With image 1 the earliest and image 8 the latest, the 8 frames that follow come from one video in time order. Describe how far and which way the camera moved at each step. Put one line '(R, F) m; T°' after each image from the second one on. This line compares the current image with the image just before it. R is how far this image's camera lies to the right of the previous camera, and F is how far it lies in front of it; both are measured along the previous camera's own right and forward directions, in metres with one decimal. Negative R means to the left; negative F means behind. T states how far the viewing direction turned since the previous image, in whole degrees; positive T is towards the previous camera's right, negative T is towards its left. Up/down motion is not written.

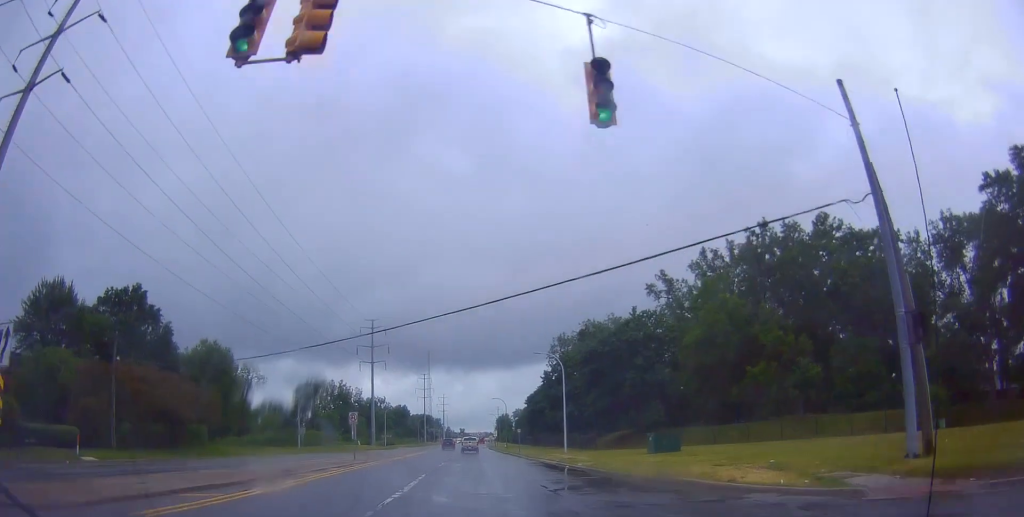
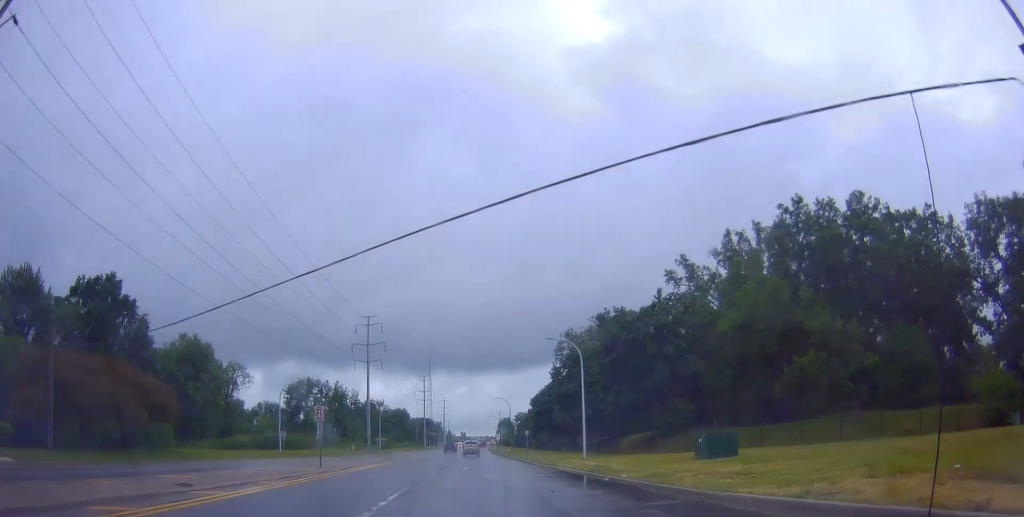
(-0.4, +8.1) m; -1°
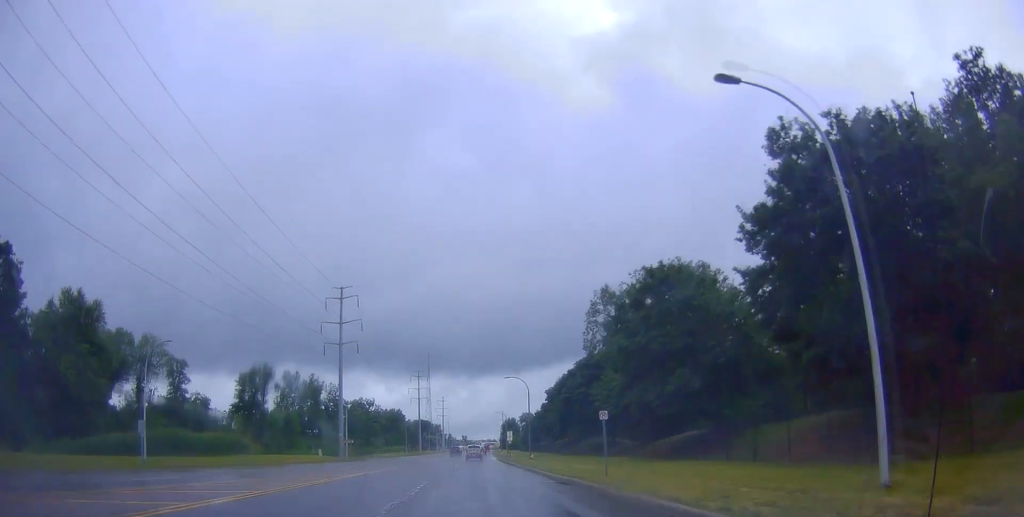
(+0.2, +30.8) m; +2°
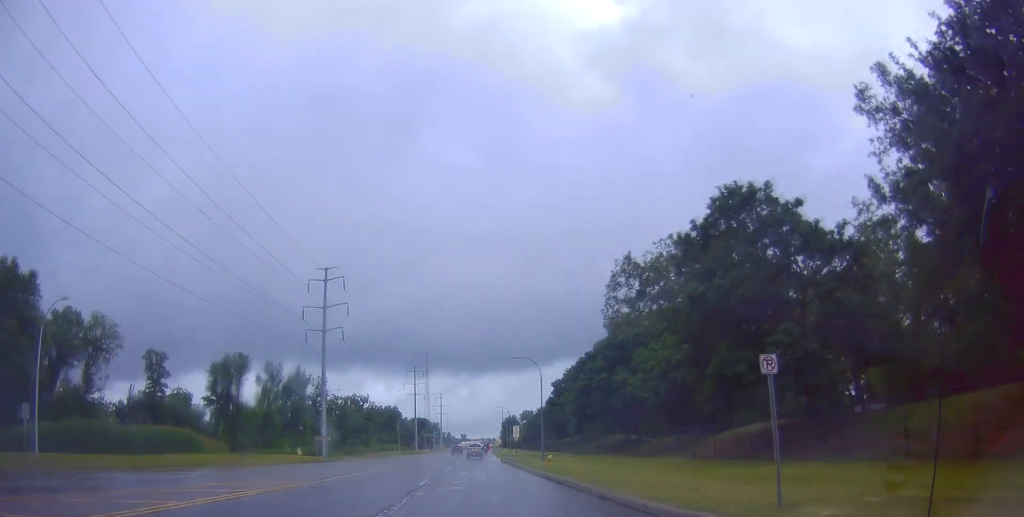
(0.0, +12.6) m; 0°
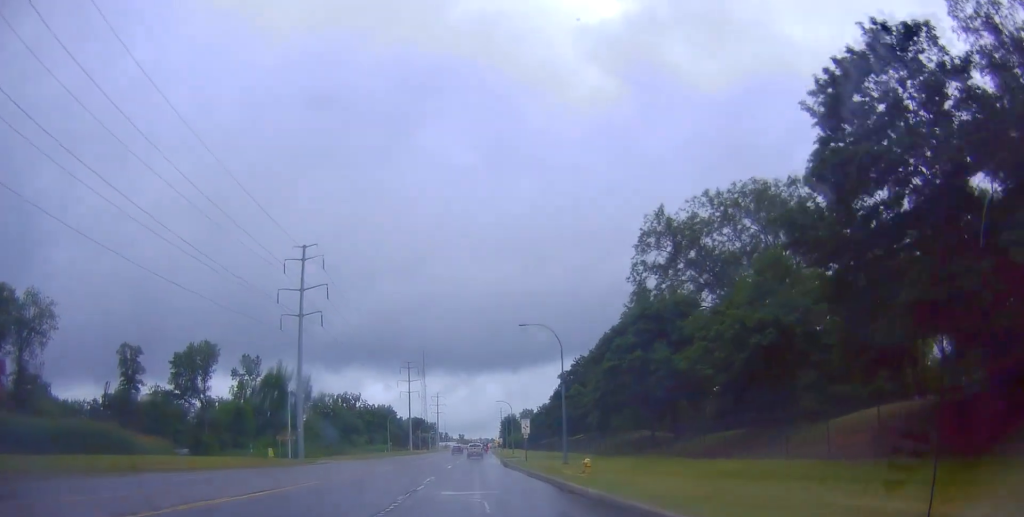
(+0.2, +13.4) m; -1°
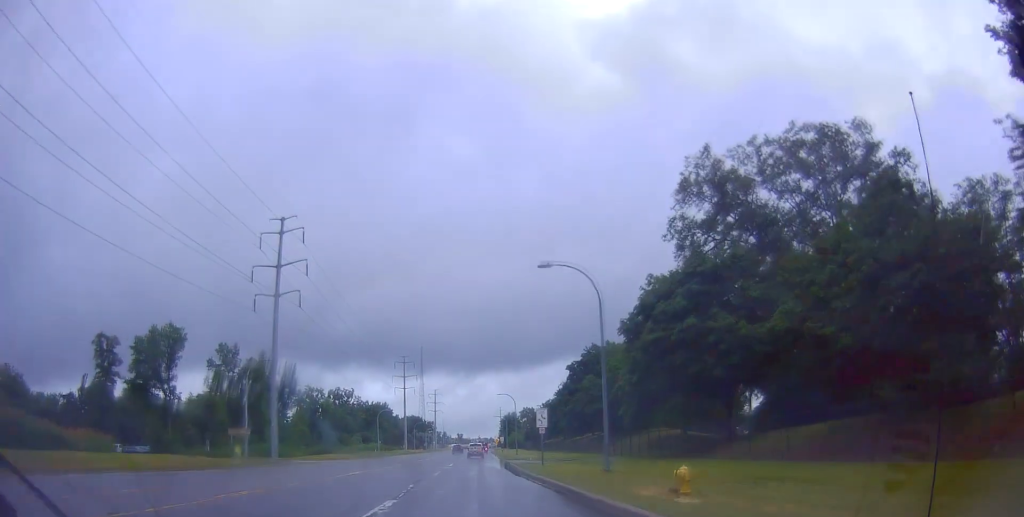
(-0.4, +11.8) m; -1°
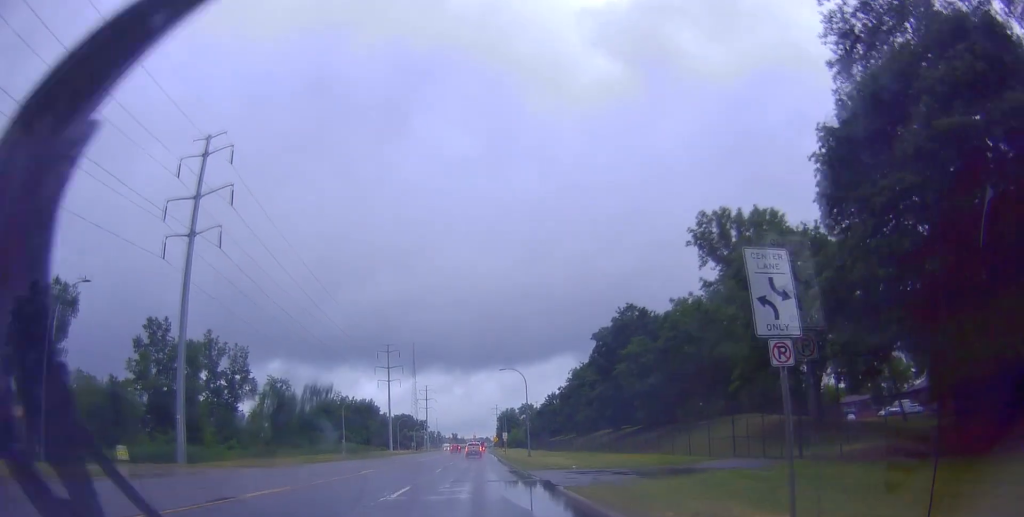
(+1.1, +26.6) m; +3°
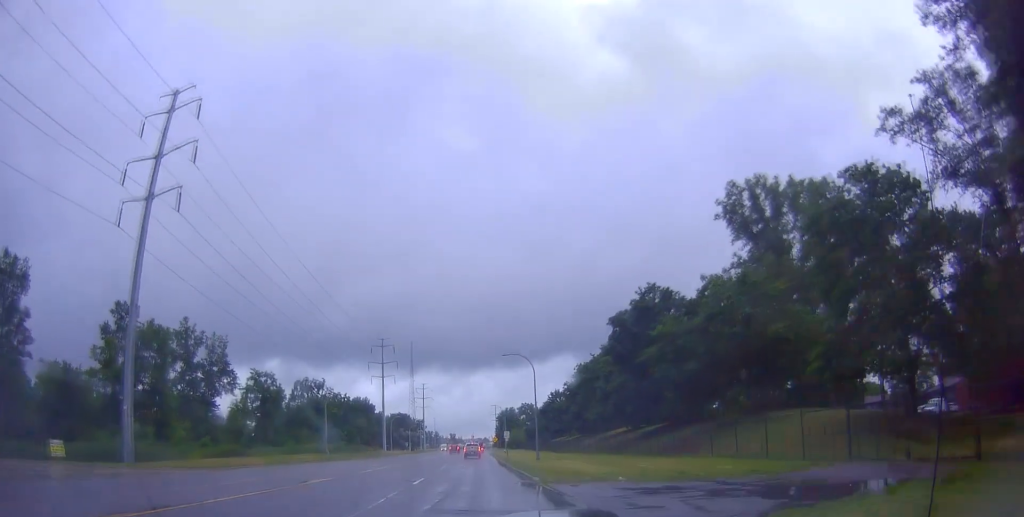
(+0.2, +9.8) m; 0°
